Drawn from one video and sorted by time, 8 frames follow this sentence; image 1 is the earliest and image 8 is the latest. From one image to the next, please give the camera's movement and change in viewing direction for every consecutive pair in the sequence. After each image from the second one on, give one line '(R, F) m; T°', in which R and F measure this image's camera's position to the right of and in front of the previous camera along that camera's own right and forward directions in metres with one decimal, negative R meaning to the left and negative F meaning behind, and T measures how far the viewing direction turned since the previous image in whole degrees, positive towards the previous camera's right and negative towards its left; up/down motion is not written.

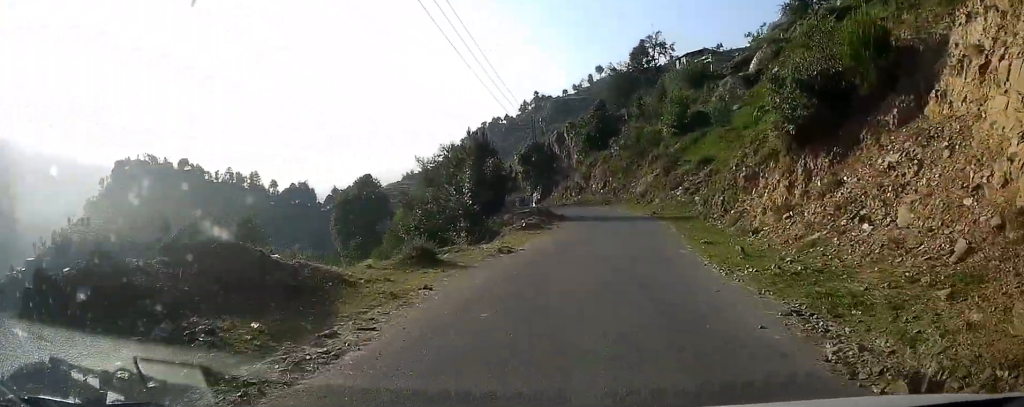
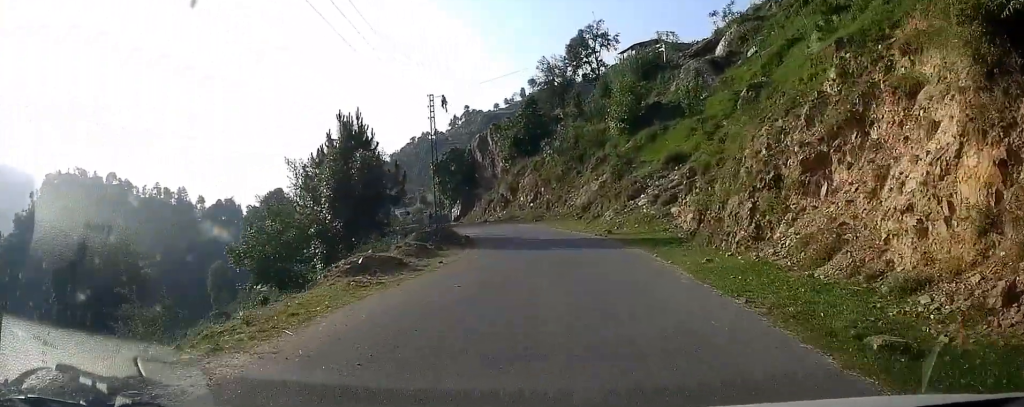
(+1.0, +12.4) m; +7°
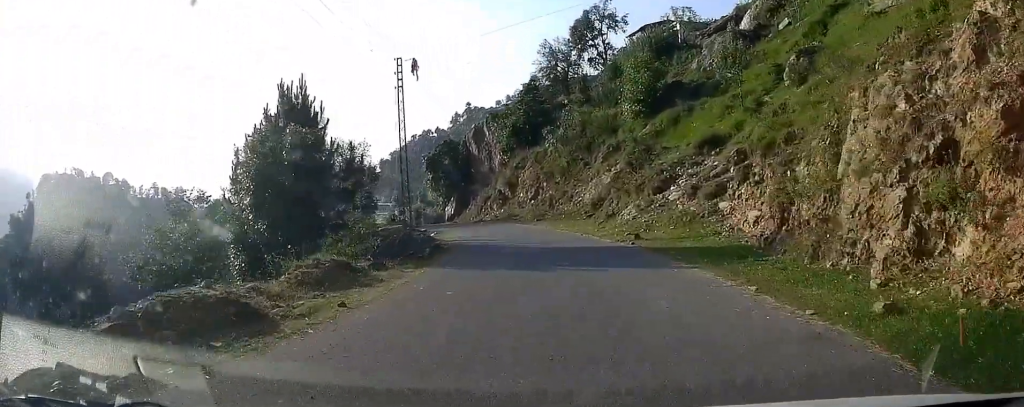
(+0.3, +7.1) m; 0°
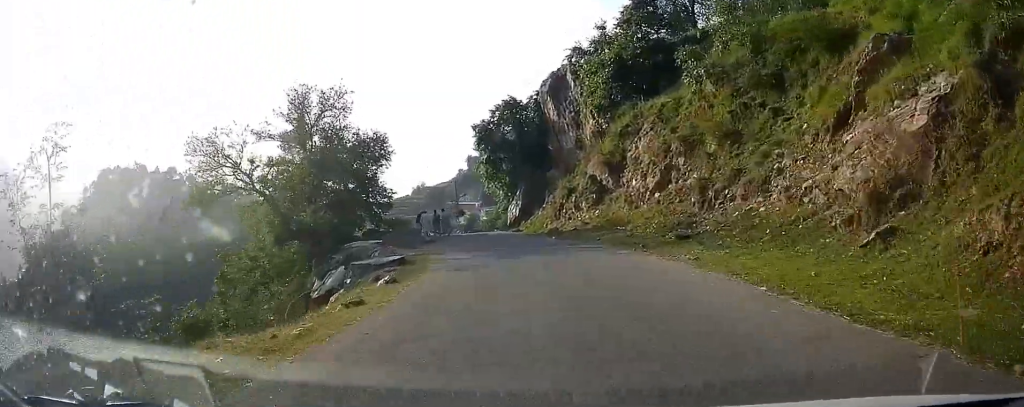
(-0.4, +25.9) m; -4°
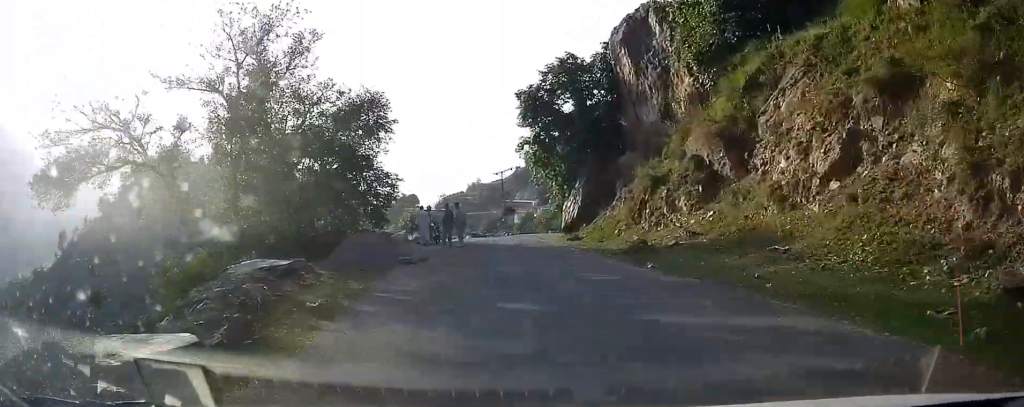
(-0.1, +12.6) m; -5°
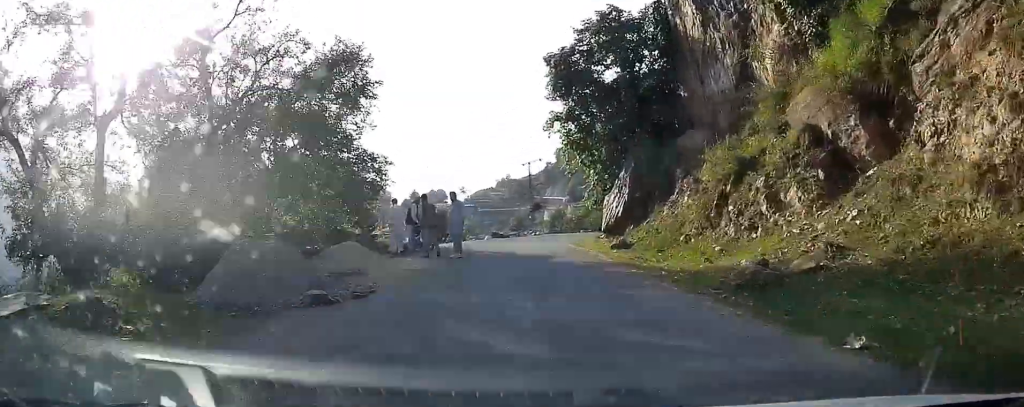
(-0.5, +7.7) m; -3°
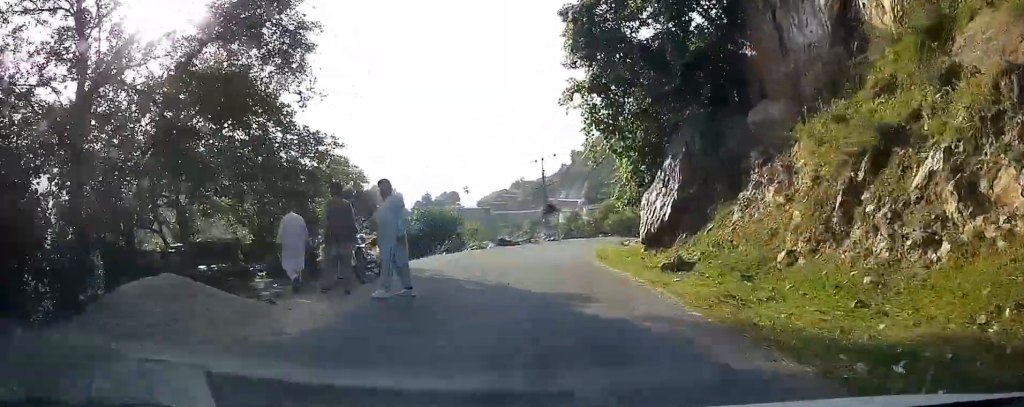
(-0.4, +8.2) m; -4°
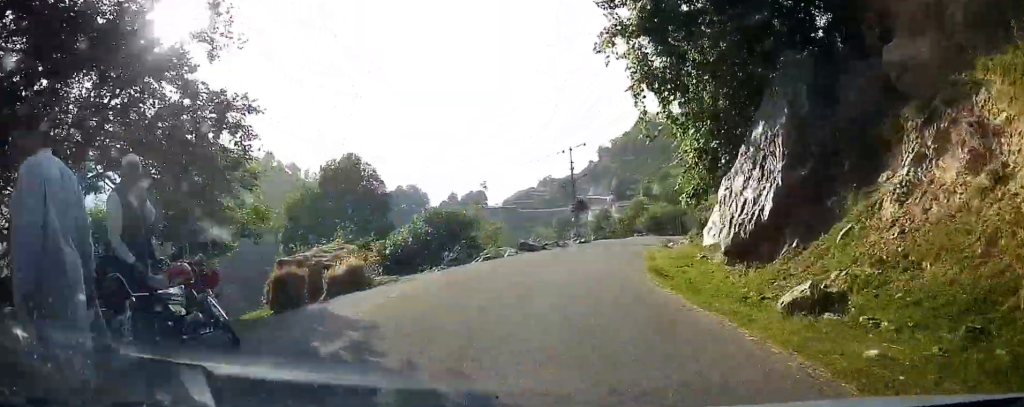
(-0.3, +7.8) m; -2°
